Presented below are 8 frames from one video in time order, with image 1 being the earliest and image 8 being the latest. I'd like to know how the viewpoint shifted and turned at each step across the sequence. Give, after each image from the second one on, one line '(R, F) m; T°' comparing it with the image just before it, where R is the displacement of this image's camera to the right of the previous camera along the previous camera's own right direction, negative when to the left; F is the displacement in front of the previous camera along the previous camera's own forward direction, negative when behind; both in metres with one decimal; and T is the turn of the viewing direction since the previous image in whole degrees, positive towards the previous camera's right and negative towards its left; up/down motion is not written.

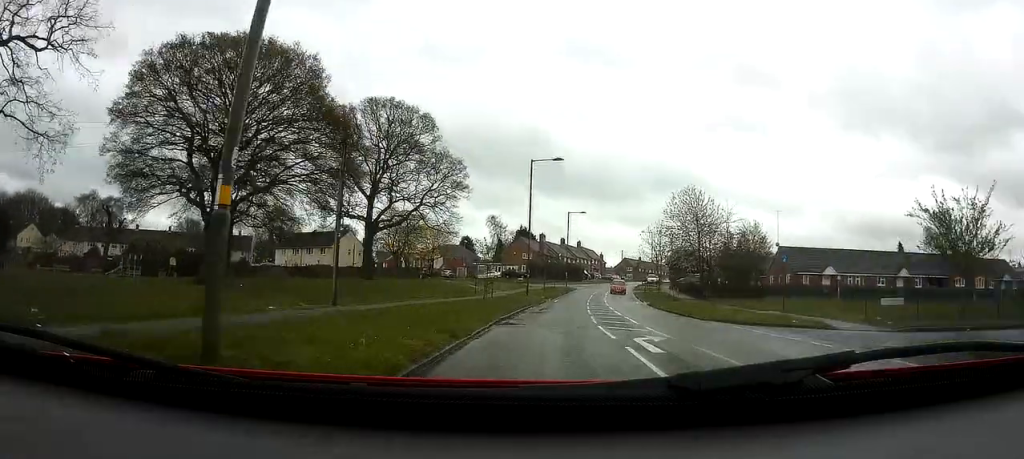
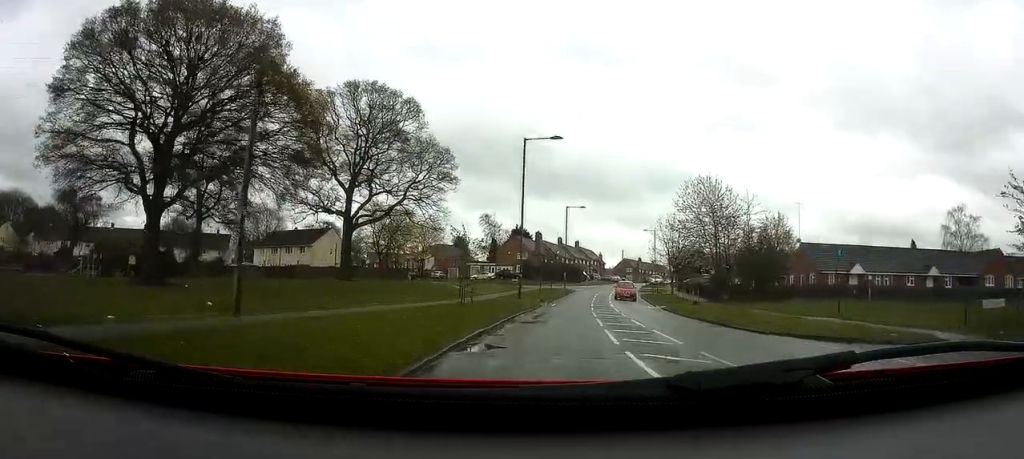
(-0.2, +6.8) m; 0°
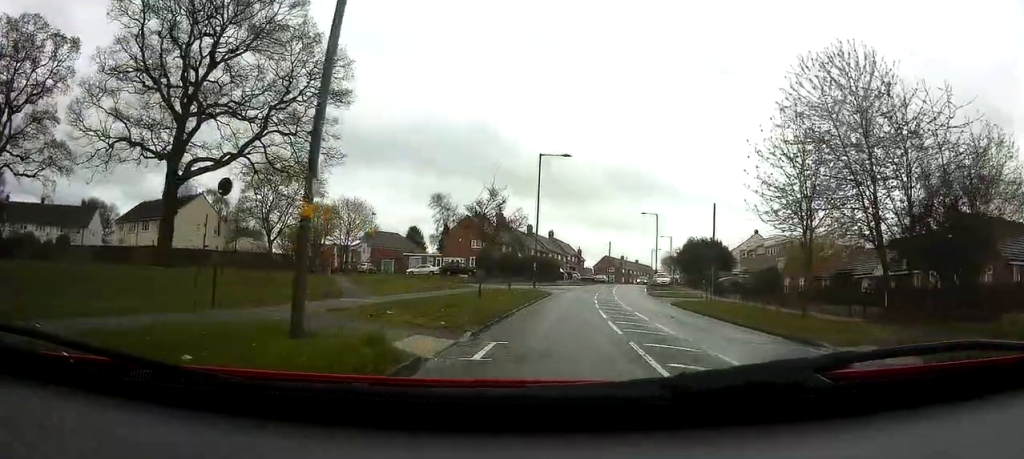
(+0.2, +28.7) m; +1°
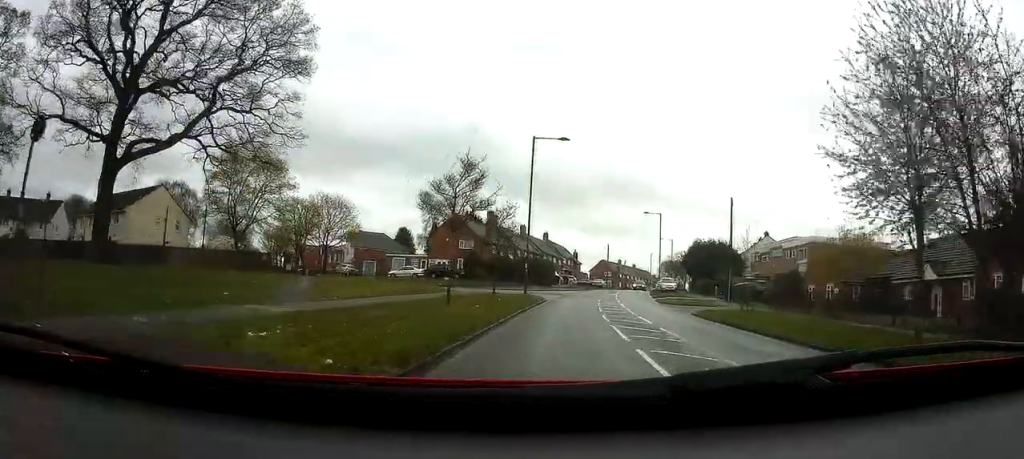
(+0.1, +6.3) m; +1°
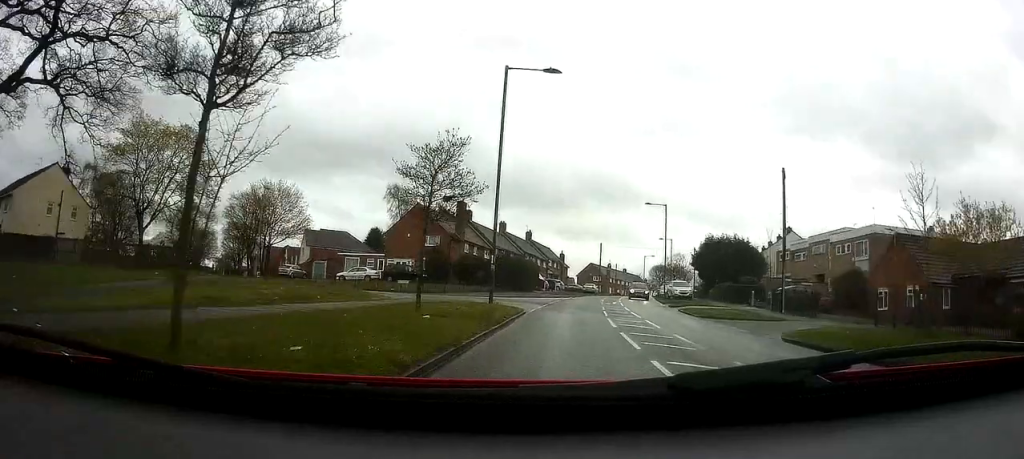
(0.0, +12.9) m; +1°
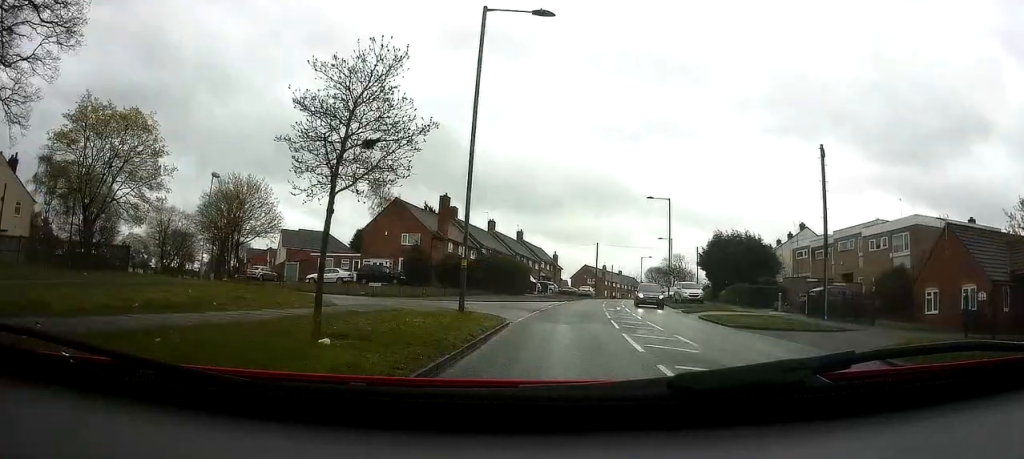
(0.0, +5.8) m; +1°
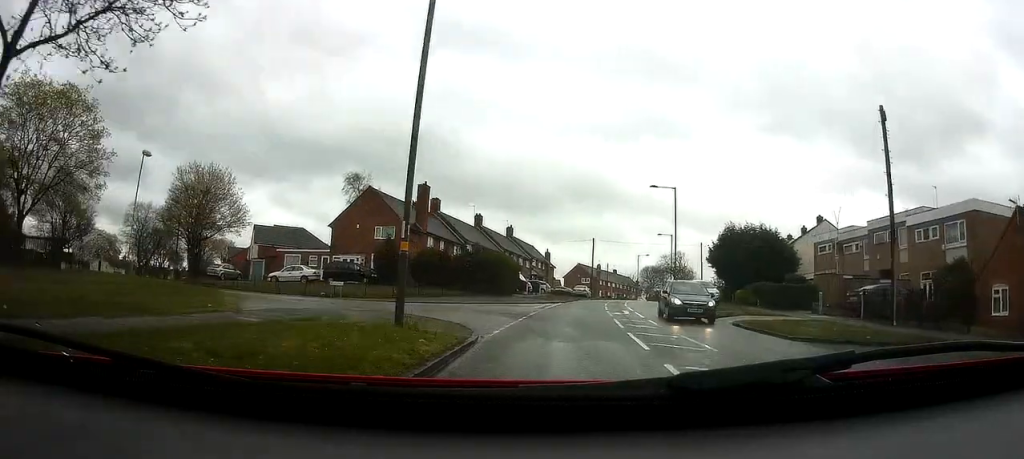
(0.0, +6.2) m; +1°
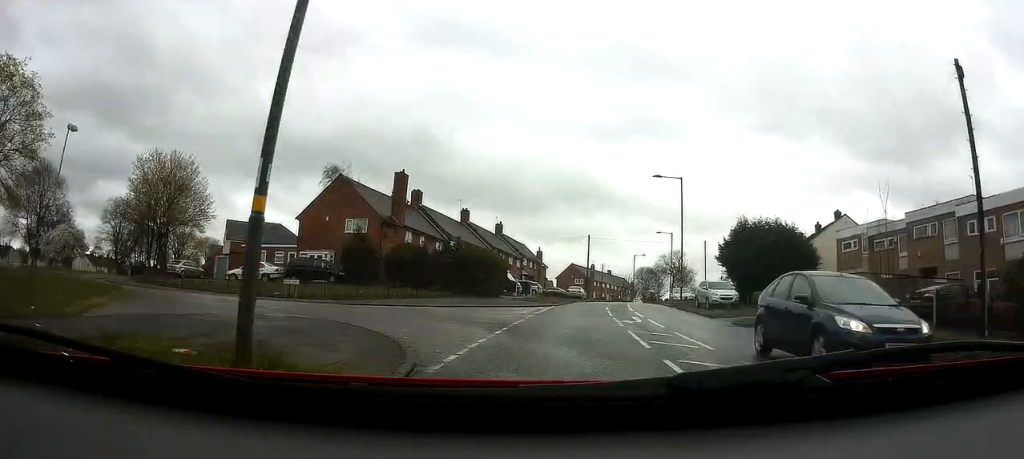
(+0.1, +5.4) m; +1°
